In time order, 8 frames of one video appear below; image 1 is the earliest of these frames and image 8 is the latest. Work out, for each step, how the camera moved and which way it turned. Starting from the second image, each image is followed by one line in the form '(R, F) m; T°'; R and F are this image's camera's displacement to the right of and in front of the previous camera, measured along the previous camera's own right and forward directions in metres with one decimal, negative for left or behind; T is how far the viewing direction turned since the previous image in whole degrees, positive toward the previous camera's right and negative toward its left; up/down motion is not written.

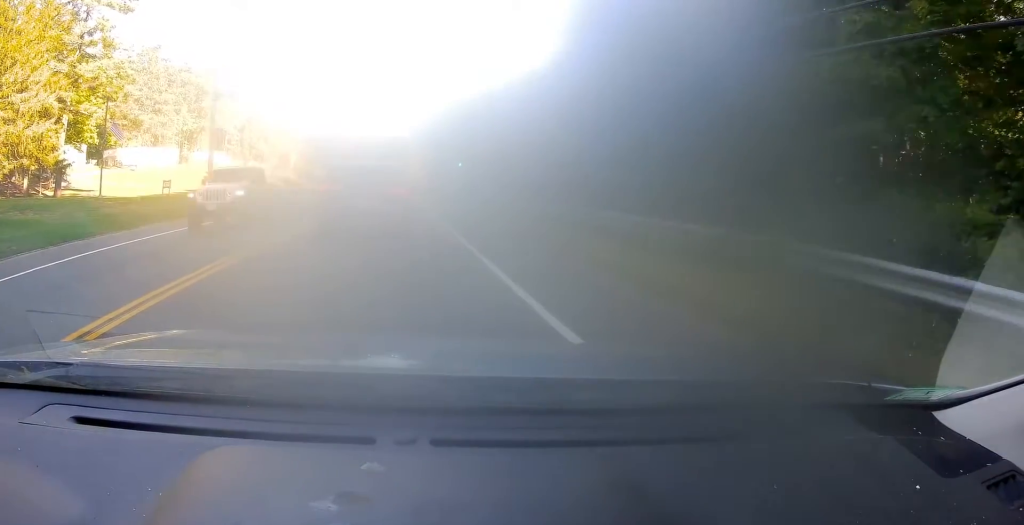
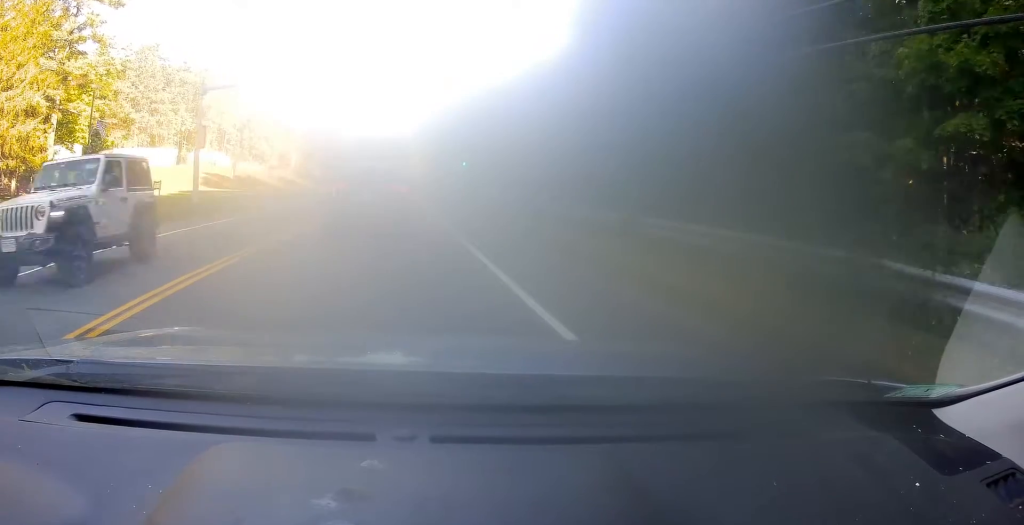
(+0.1, +2.1) m; +2°
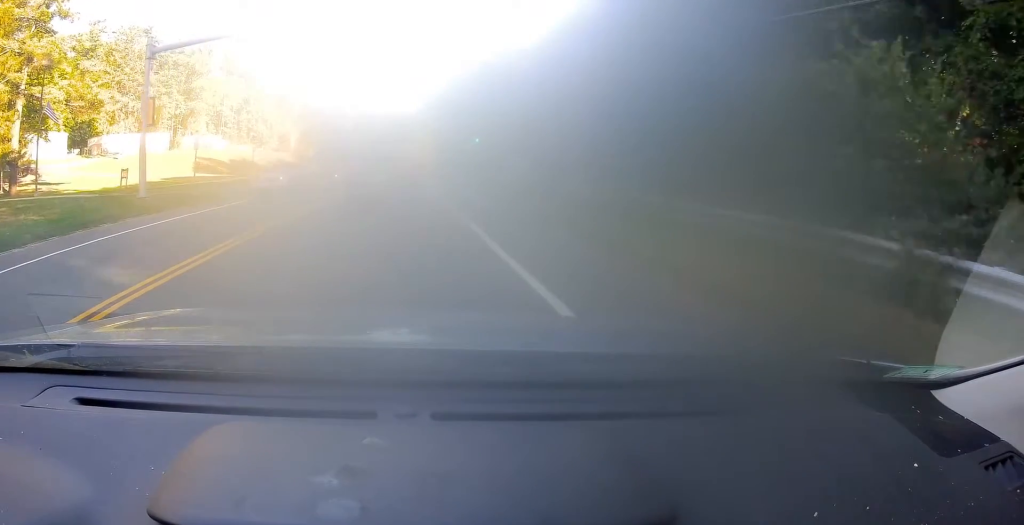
(+0.1, +5.7) m; -3°
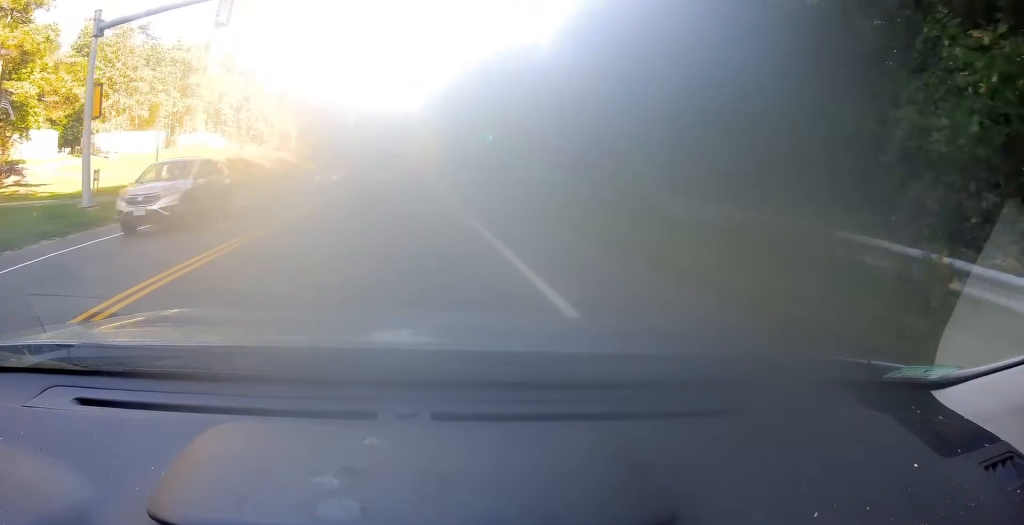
(-0.2, +4.2) m; -2°
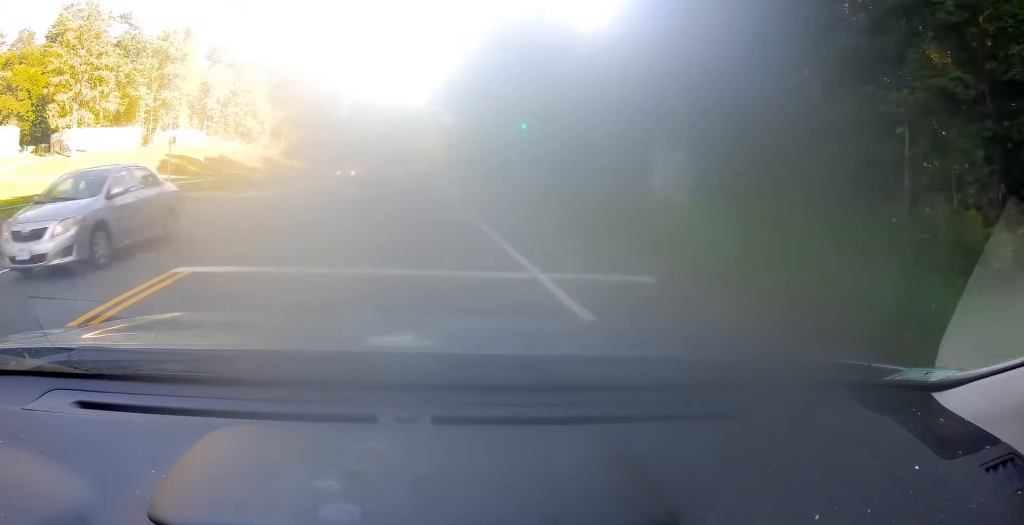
(0.0, +12.4) m; +2°
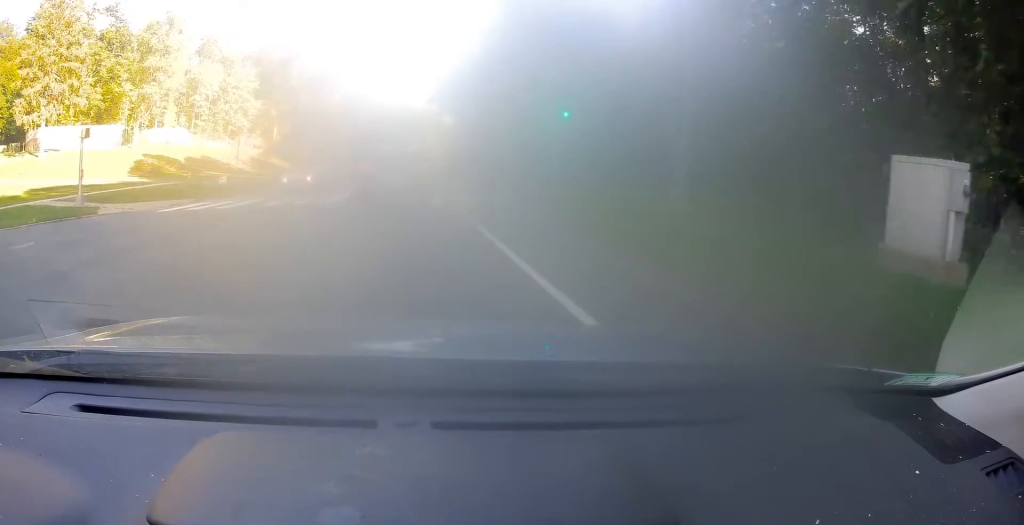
(+0.3, +8.4) m; 0°
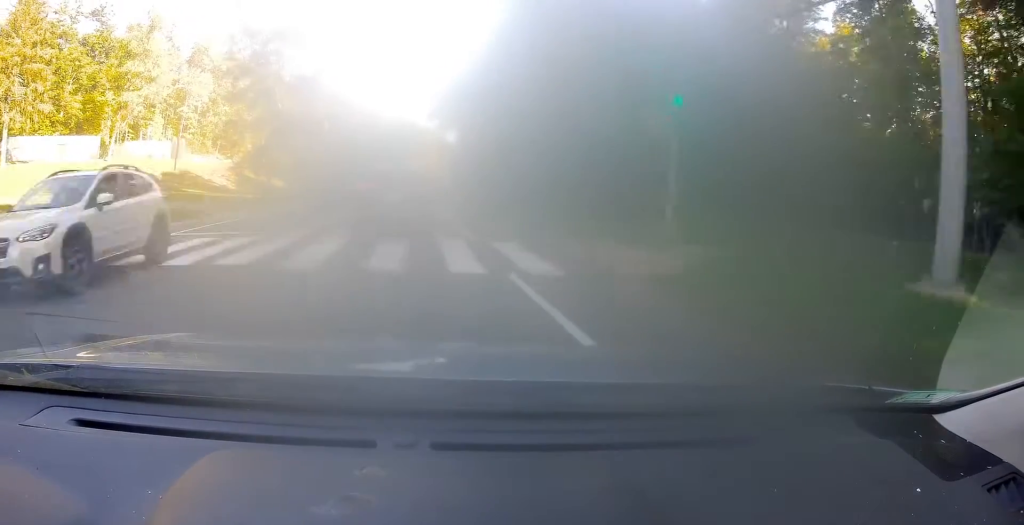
(-0.3, +10.5) m; -2°
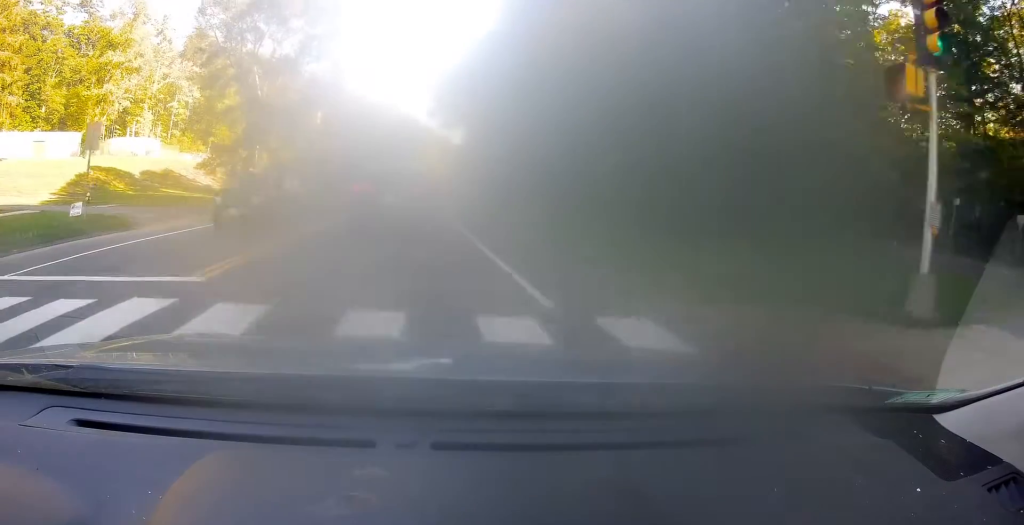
(-0.1, +7.5) m; 0°
